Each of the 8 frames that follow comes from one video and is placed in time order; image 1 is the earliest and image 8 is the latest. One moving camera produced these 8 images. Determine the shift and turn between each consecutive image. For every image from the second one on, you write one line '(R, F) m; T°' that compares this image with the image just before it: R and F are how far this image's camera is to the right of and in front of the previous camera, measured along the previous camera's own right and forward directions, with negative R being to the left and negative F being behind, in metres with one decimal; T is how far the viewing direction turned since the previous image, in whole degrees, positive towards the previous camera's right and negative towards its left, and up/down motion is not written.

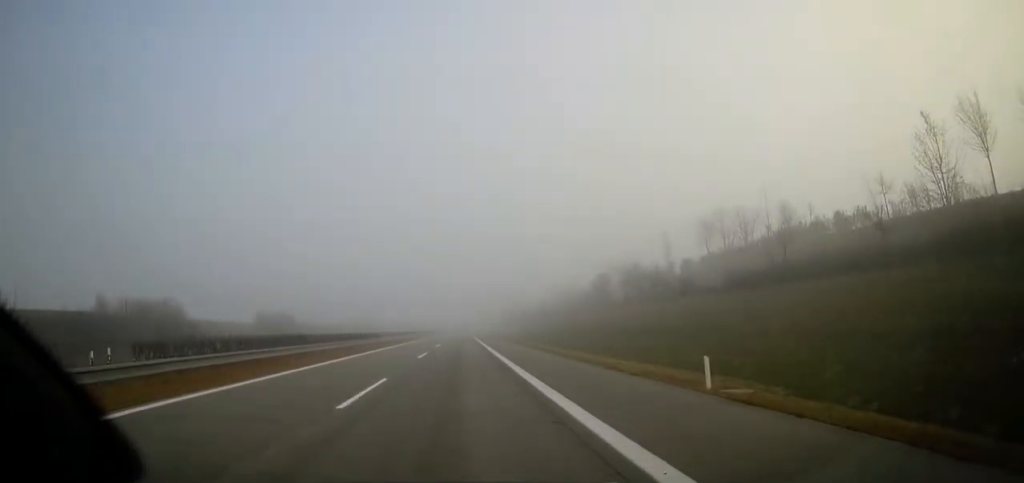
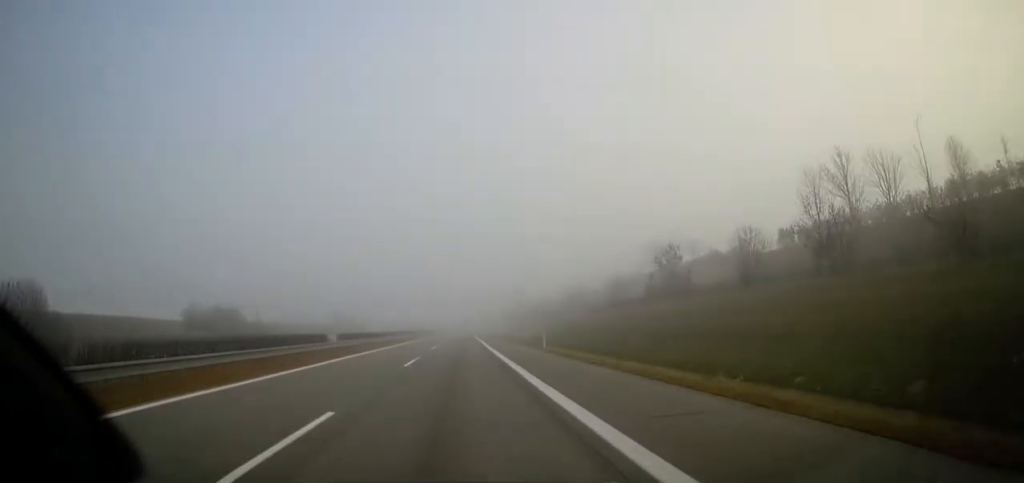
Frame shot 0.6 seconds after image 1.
(0.0, +24.4) m; 0°
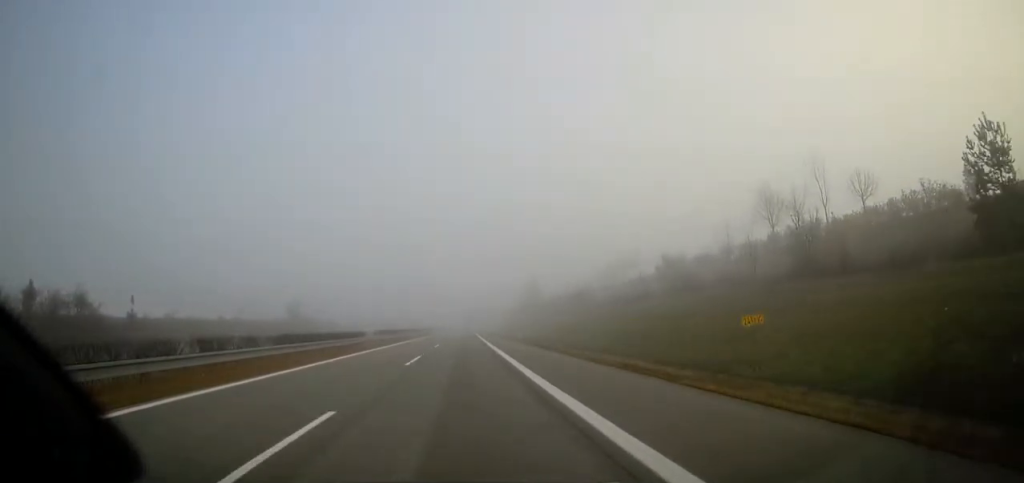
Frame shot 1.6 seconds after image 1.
(0.0, +35.8) m; 0°
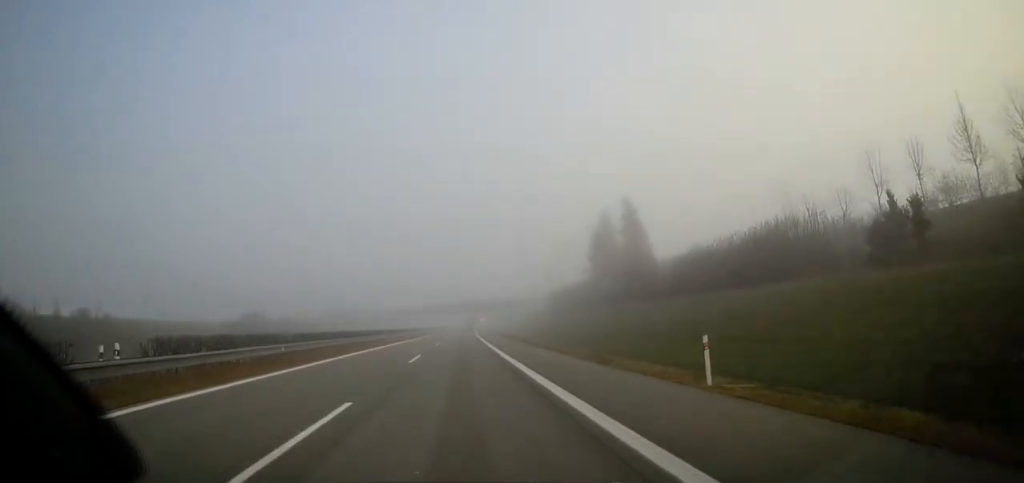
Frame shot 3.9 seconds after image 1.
(+0.8, +88.2) m; +1°
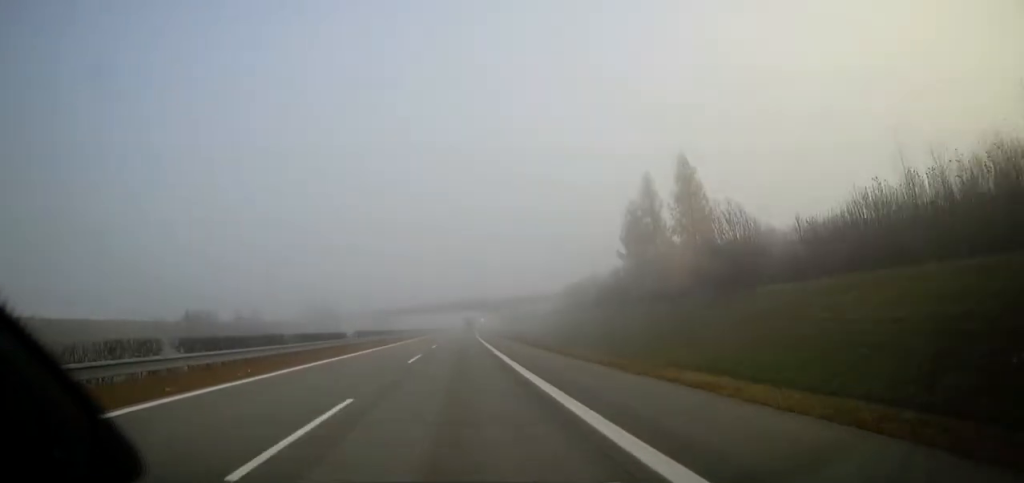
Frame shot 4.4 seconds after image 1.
(0.0, +17.3) m; 0°
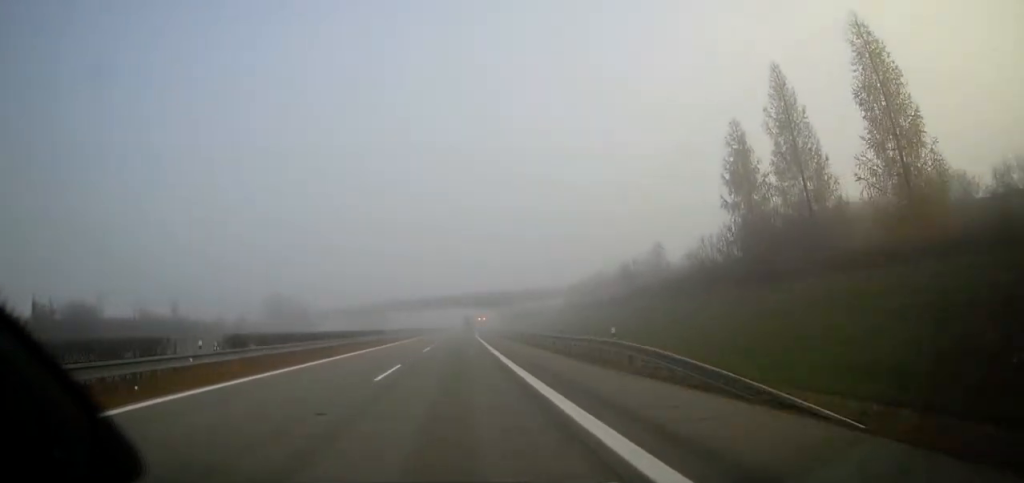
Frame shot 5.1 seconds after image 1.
(0.0, +25.8) m; 0°
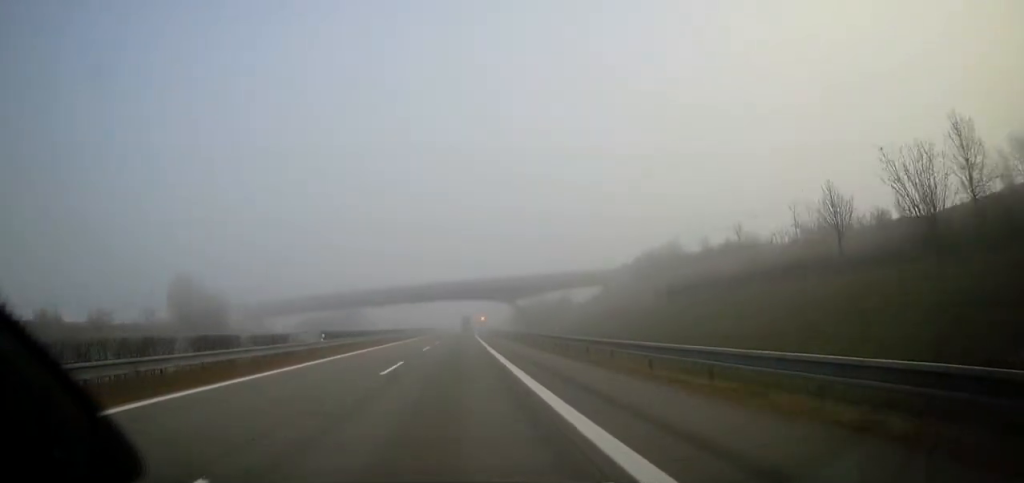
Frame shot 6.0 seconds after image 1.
(0.0, +34.0) m; 0°
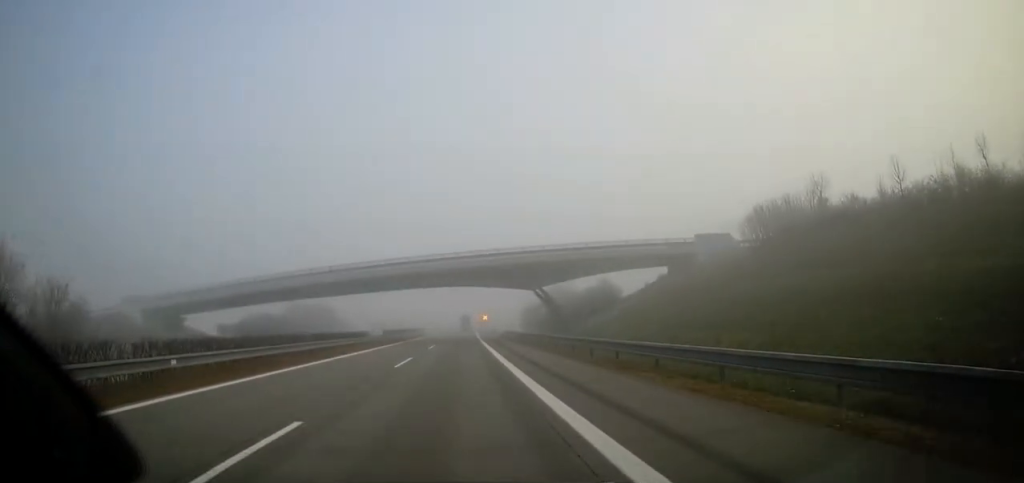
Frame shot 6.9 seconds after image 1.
(+0.1, +32.3) m; 0°
